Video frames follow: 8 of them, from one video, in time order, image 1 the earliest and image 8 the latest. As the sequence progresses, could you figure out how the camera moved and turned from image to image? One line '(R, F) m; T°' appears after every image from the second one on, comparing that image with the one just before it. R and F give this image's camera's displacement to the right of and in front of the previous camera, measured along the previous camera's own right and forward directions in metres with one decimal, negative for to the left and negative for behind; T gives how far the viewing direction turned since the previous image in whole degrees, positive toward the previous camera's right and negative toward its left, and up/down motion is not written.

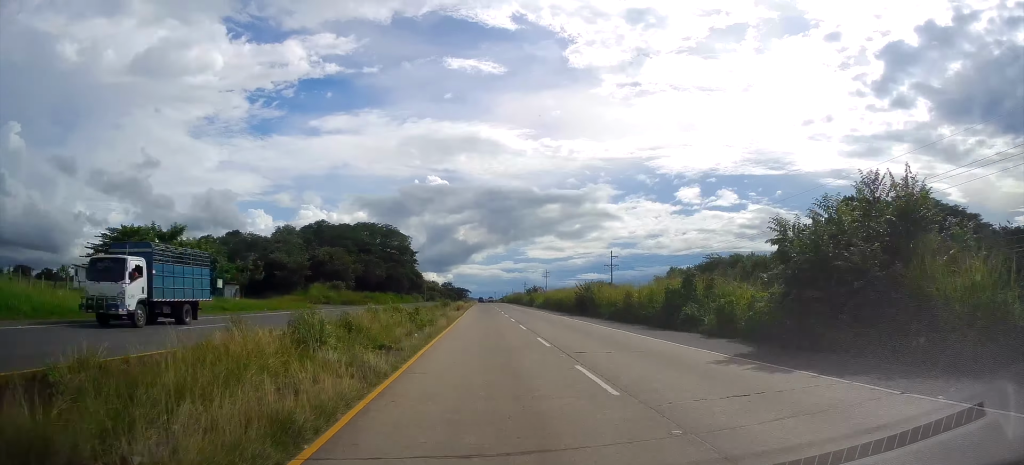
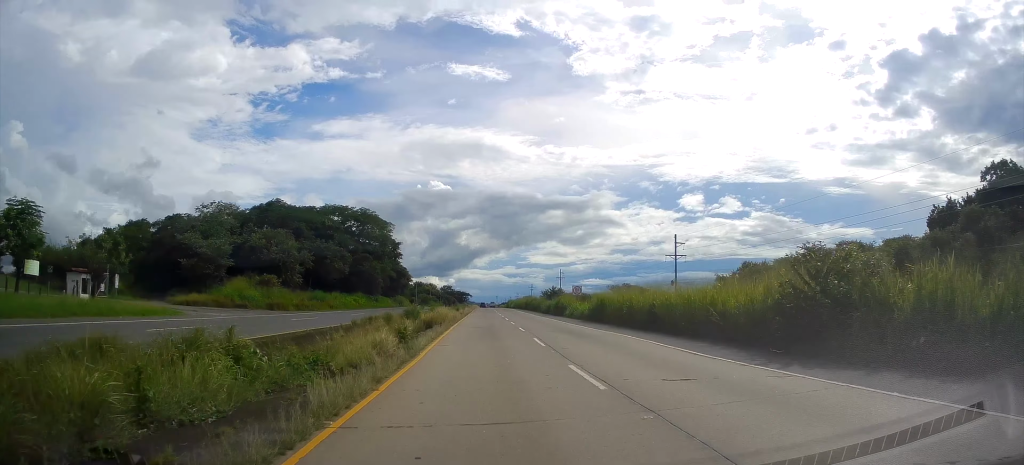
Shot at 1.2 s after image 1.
(-0.6, +32.0) m; 0°
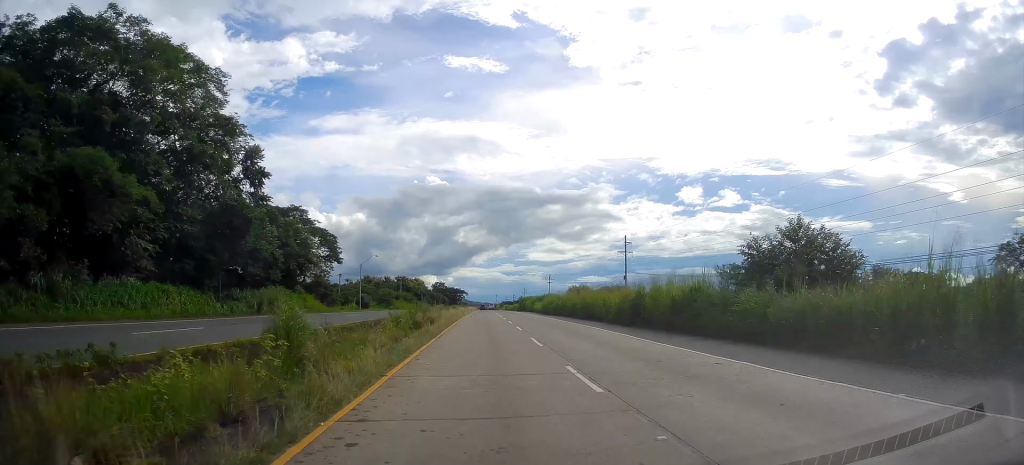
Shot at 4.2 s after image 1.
(+1.2, +74.9) m; +1°
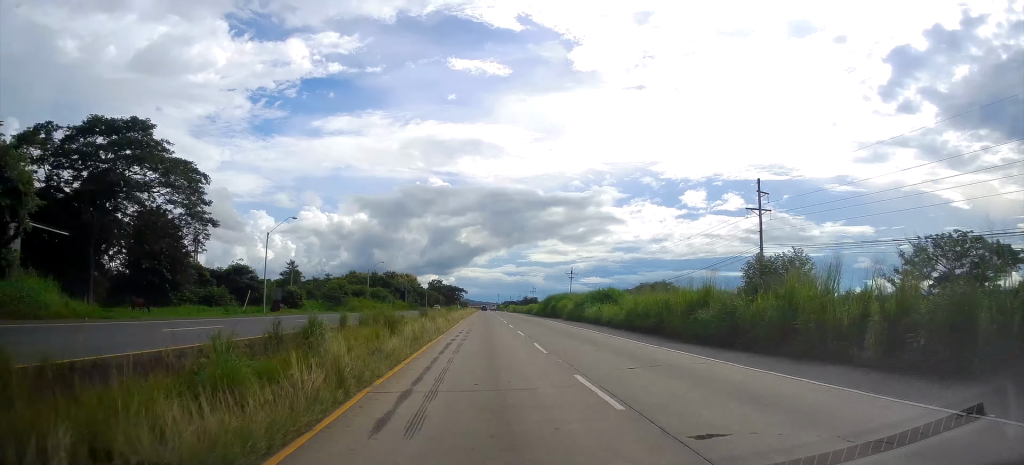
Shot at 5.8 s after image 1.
(+0.2, +42.8) m; 0°
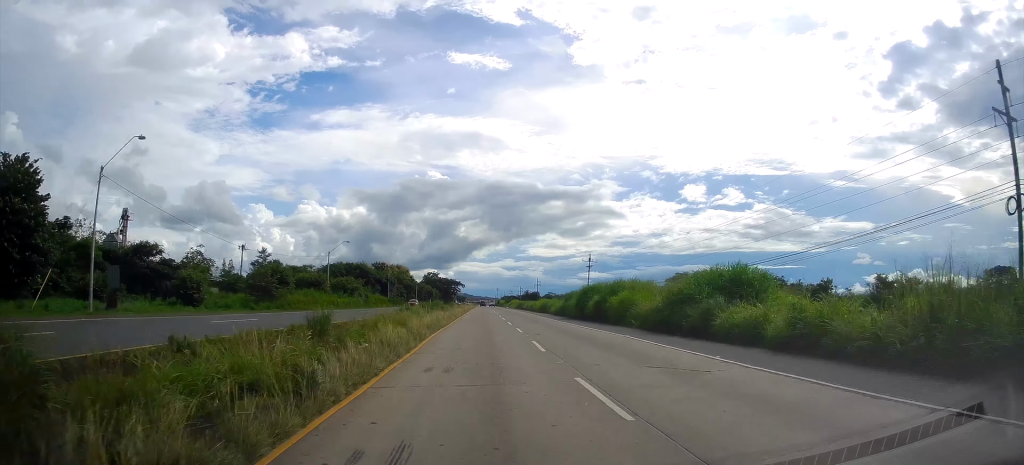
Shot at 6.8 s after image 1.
(-0.4, +25.8) m; 0°
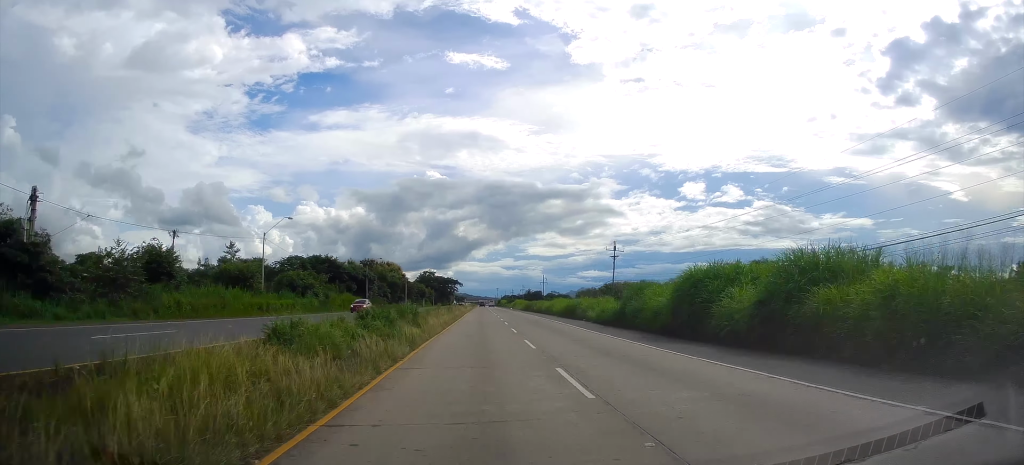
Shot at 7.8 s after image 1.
(-0.1, +23.7) m; 0°
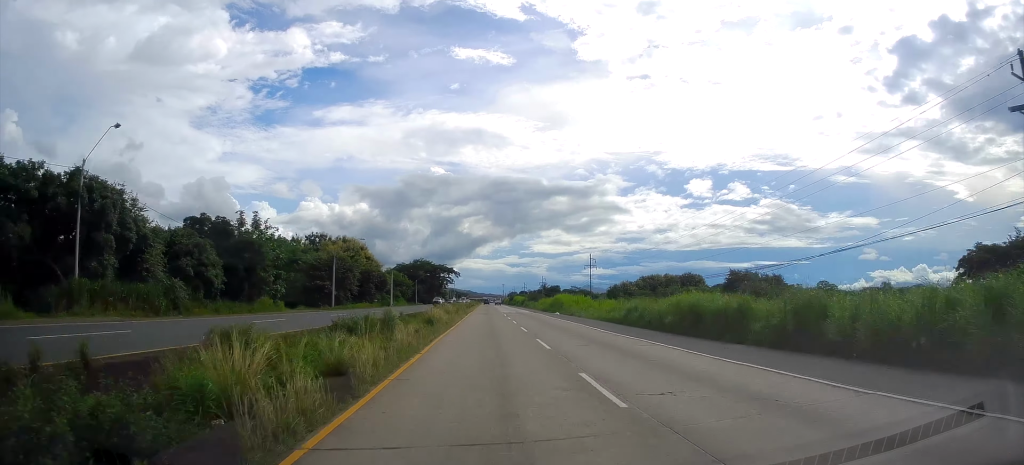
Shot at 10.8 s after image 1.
(+0.4, +78.2) m; 0°
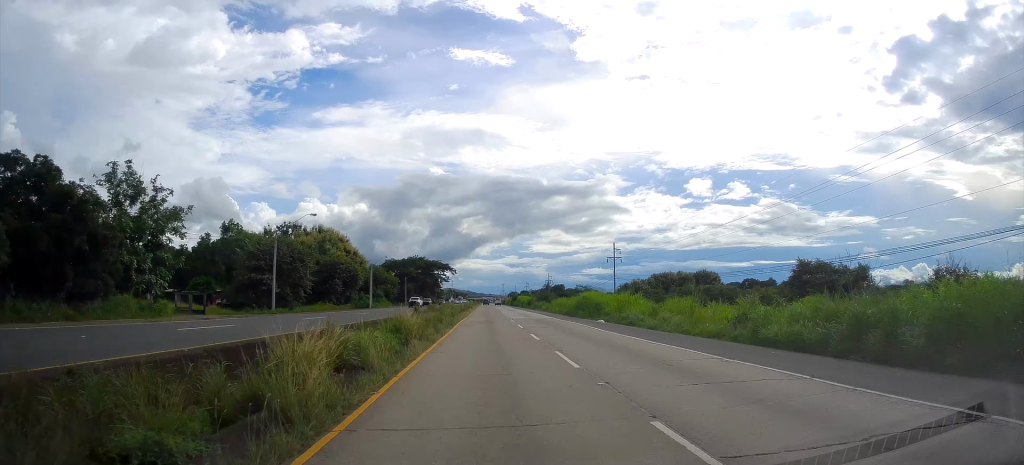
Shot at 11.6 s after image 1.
(-0.1, +21.8) m; 0°
